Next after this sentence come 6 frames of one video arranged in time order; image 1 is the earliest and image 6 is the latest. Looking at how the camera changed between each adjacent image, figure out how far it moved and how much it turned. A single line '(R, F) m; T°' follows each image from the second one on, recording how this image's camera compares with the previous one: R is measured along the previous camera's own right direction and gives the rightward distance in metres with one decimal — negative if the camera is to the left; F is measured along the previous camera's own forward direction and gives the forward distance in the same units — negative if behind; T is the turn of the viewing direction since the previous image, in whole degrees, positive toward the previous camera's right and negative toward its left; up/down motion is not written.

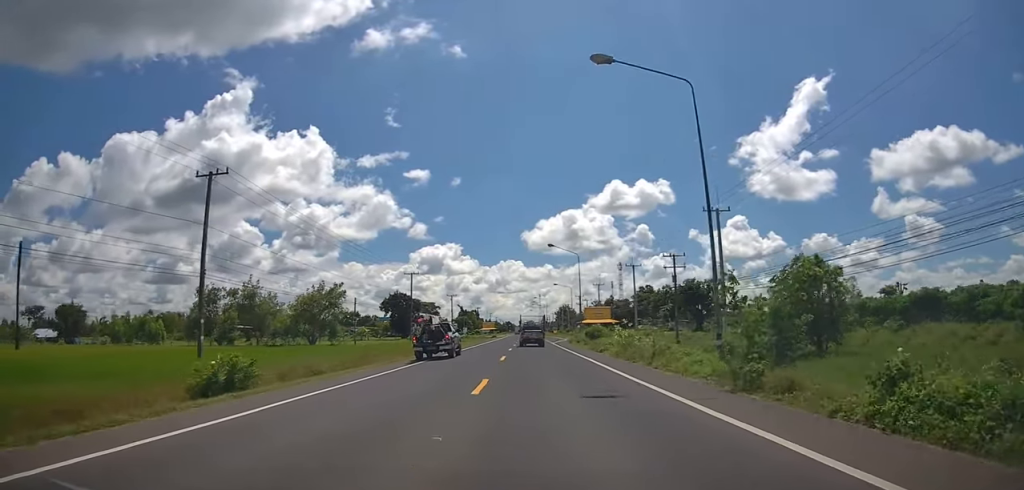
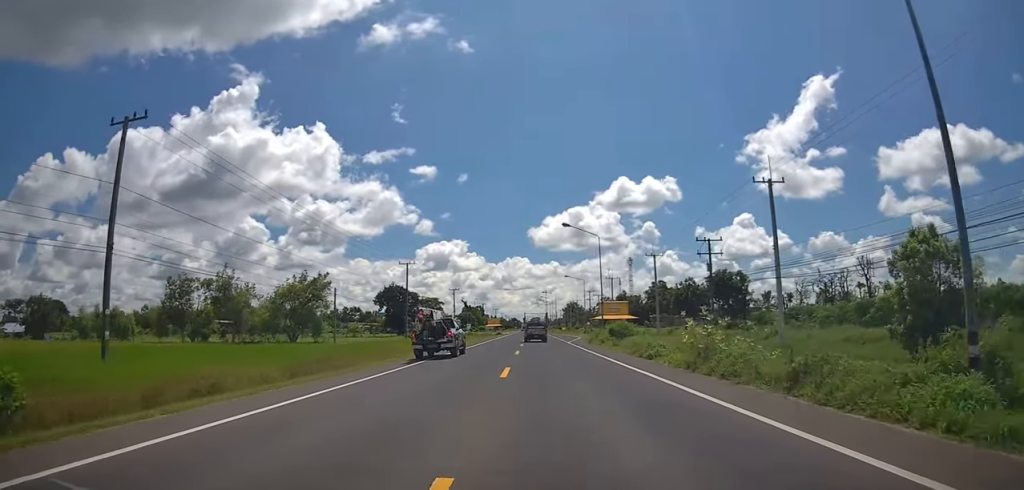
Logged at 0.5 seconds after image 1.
(-0.4, +9.7) m; 0°
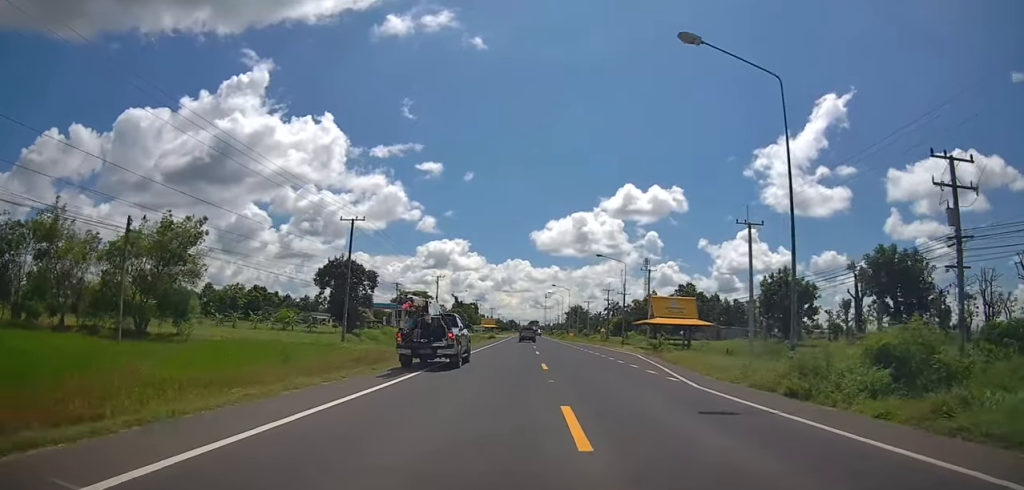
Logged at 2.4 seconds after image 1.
(+0.2, +32.4) m; +1°
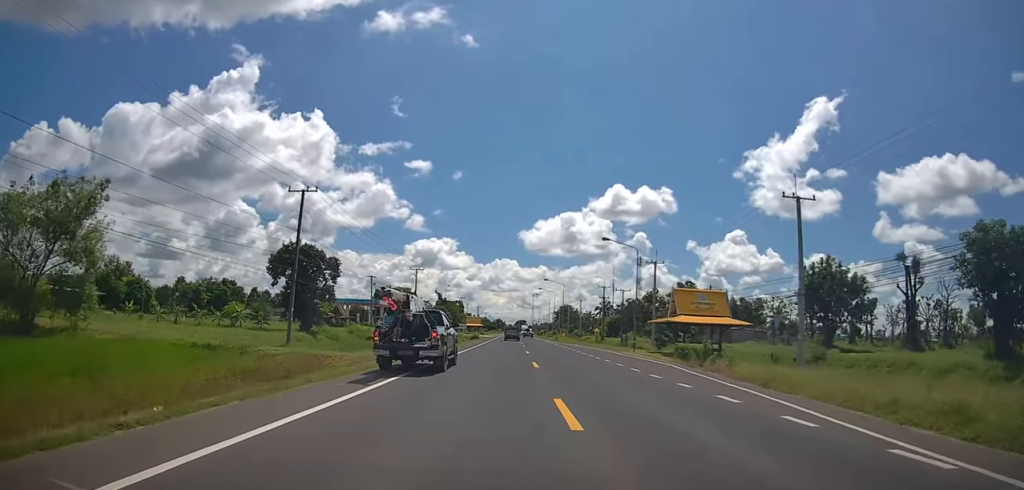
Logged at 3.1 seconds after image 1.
(+0.4, +11.1) m; 0°
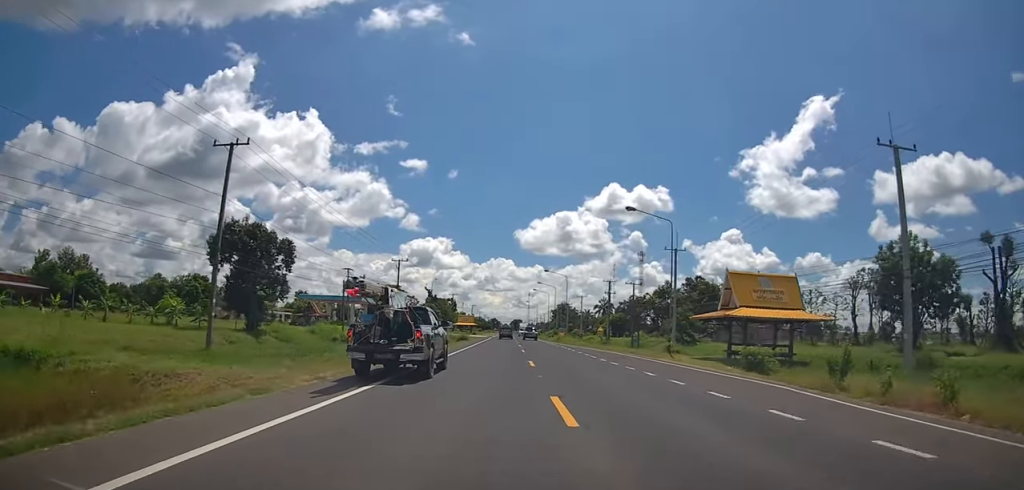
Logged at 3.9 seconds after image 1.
(+0.2, +11.9) m; 0°
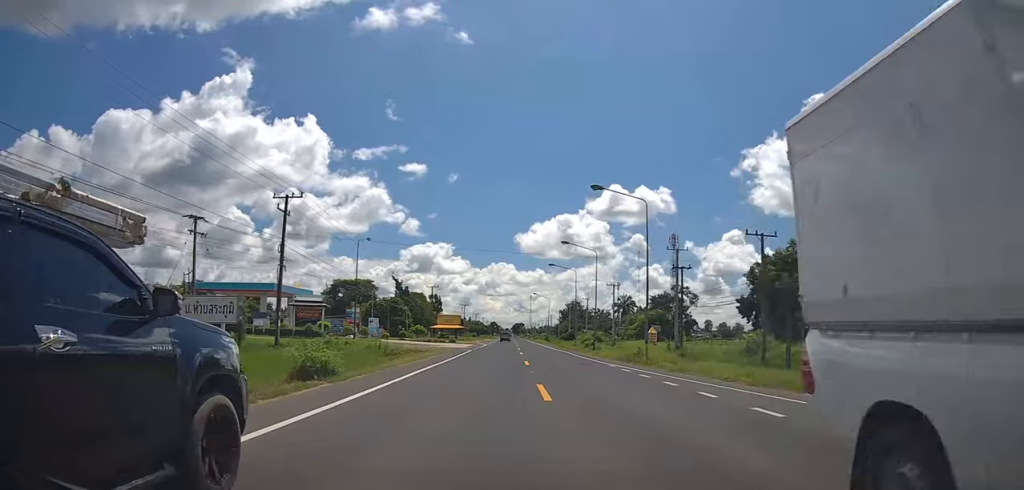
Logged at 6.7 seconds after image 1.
(+1.1, +44.7) m; +2°
